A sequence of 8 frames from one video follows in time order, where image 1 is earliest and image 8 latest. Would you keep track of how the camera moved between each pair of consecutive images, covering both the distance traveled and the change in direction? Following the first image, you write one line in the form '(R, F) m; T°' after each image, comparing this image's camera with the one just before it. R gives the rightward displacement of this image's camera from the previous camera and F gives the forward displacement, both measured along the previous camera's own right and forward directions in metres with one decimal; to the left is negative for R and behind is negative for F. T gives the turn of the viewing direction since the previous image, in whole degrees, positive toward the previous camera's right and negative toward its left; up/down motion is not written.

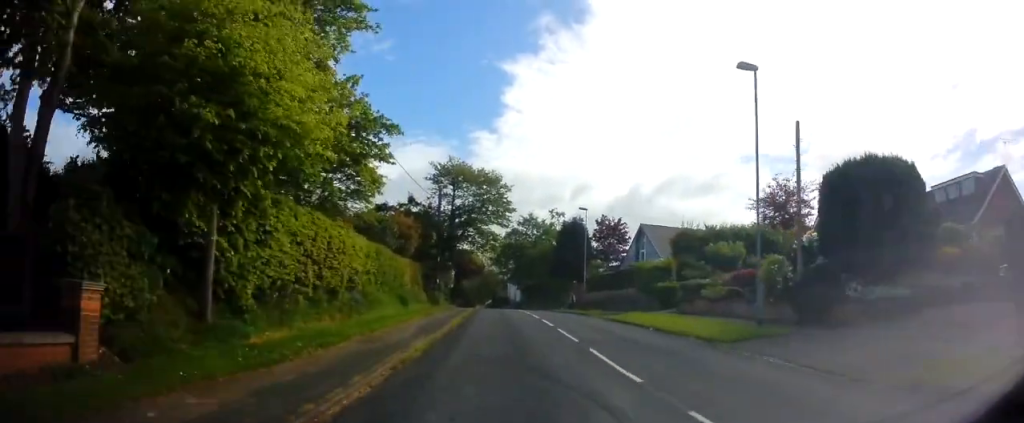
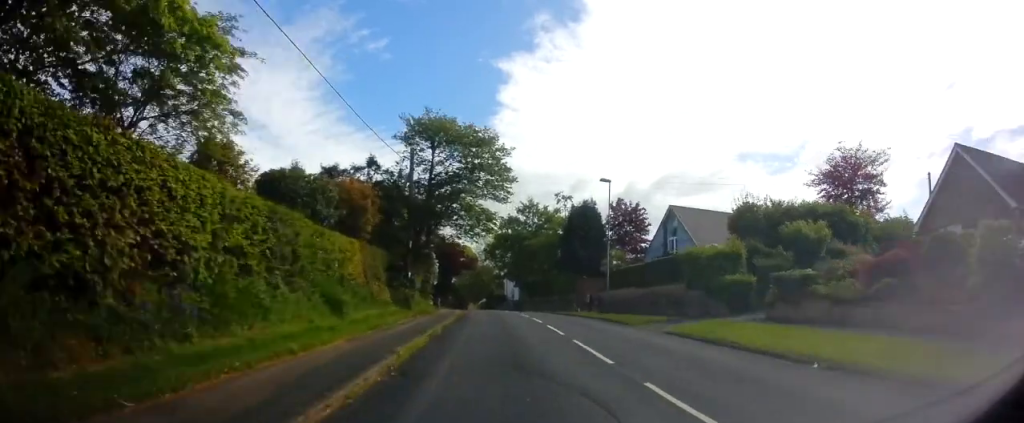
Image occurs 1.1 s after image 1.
(+0.4, +11.7) m; -1°
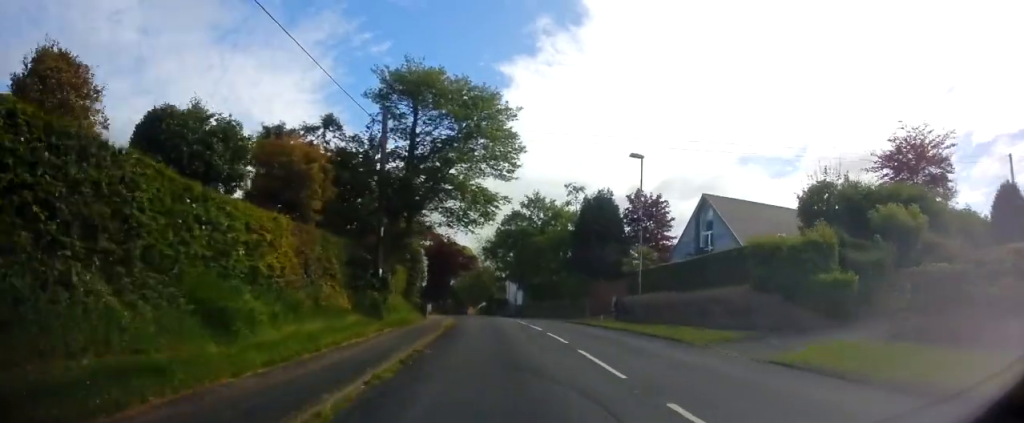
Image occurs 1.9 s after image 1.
(-0.4, +7.7) m; -1°
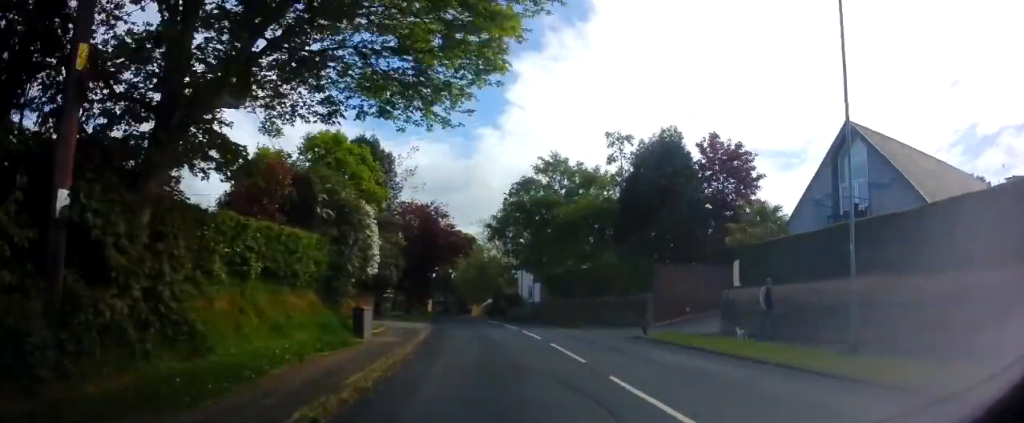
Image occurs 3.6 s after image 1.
(+0.3, +17.0) m; +1°
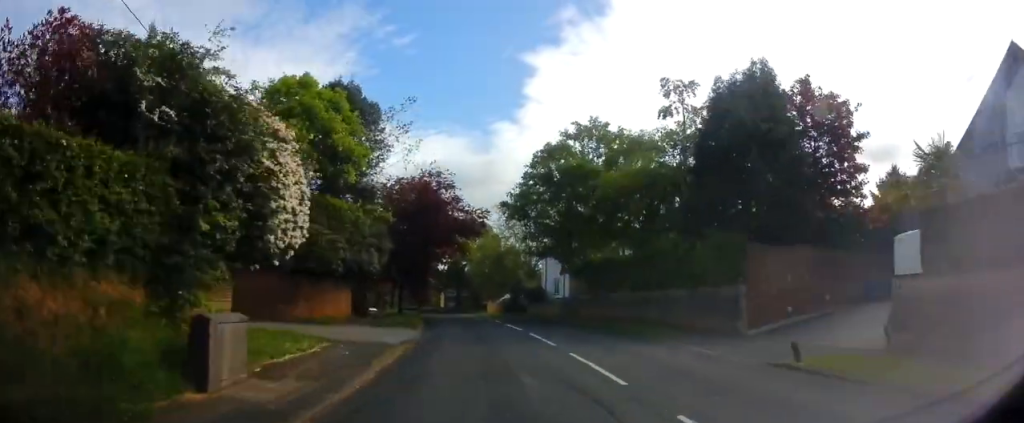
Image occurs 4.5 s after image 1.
(0.0, +9.7) m; -2°
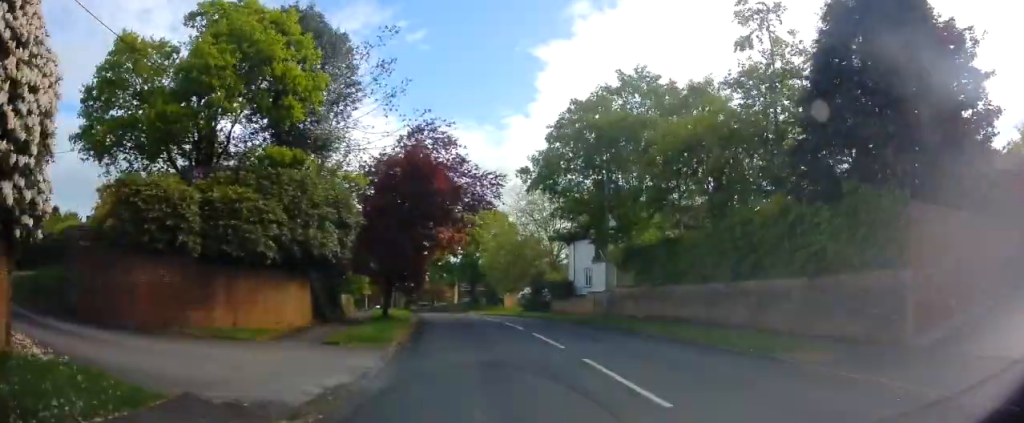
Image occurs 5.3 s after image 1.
(-0.1, +8.4) m; -3°
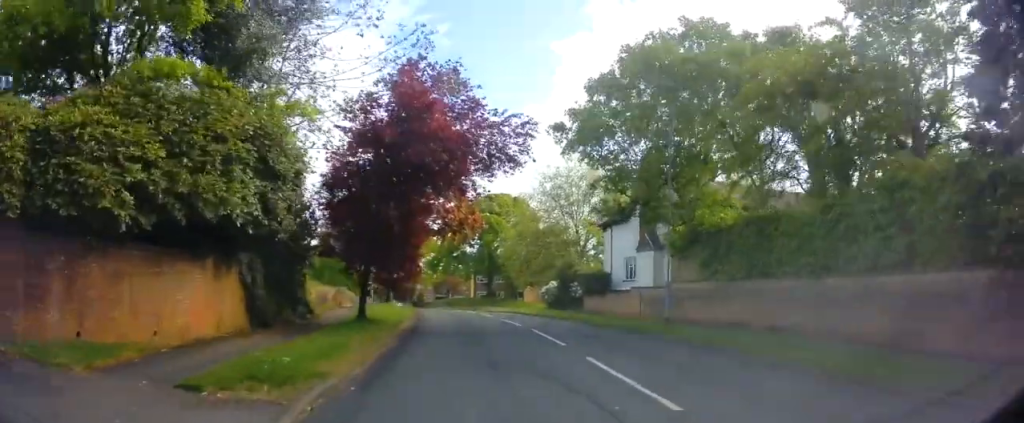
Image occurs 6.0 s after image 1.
(-0.3, +7.0) m; -2°
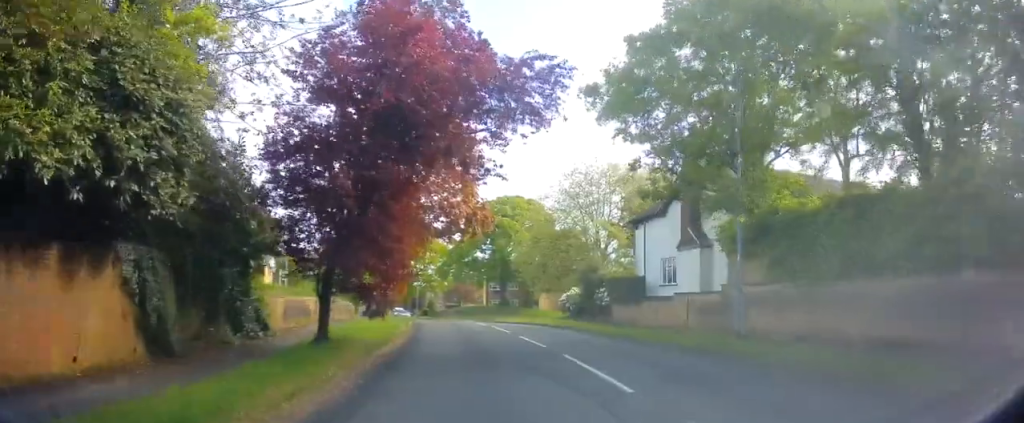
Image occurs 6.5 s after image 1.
(0.0, +5.0) m; -1°
